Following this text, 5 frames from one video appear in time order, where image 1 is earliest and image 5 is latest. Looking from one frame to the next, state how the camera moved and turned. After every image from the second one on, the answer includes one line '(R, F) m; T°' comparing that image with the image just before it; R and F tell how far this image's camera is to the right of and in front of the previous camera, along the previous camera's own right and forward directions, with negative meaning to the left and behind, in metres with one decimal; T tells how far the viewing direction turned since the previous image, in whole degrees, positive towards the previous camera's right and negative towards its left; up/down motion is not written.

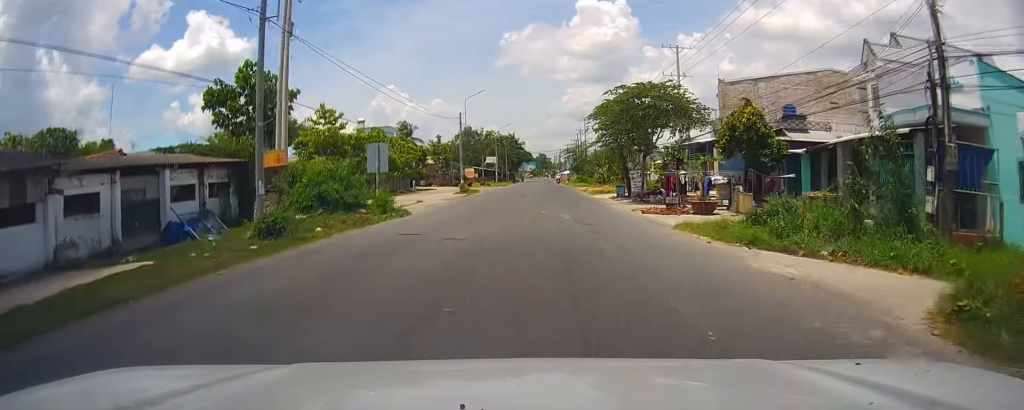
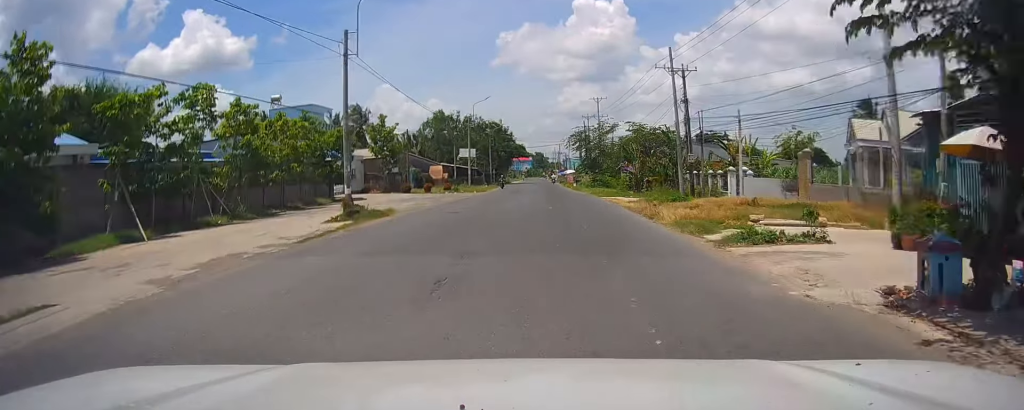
(-0.3, +33.6) m; -2°
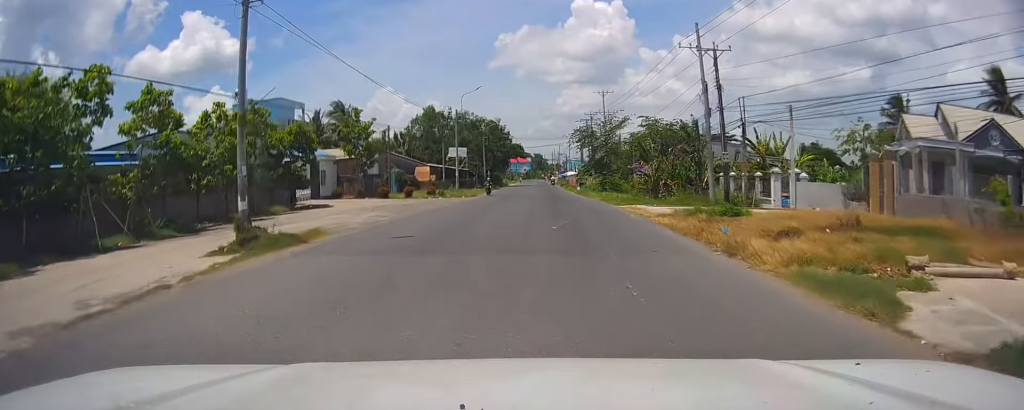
(-0.1, +8.5) m; 0°
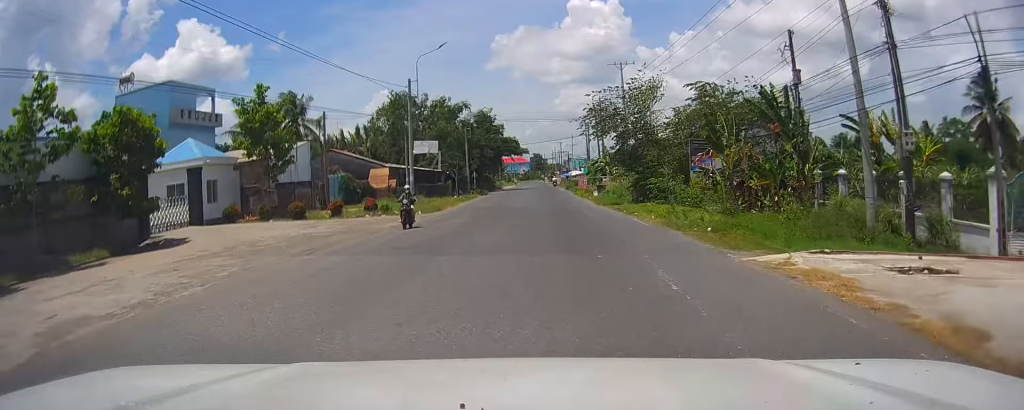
(+0.6, +19.7) m; +1°
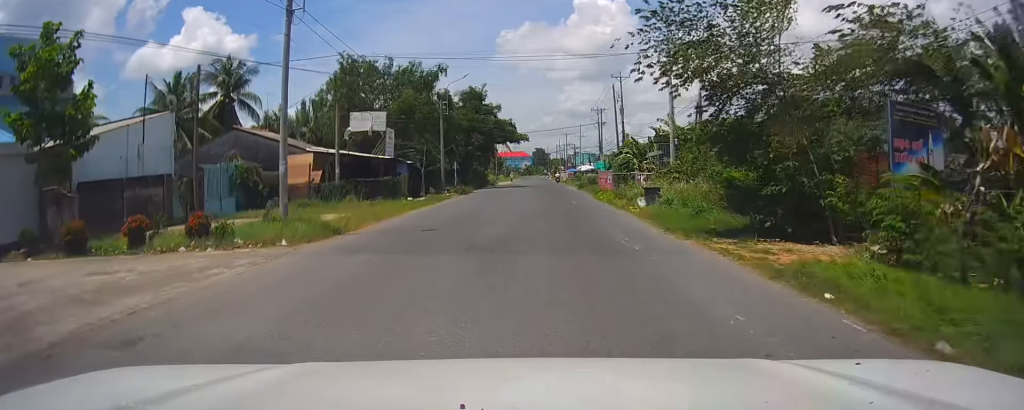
(-0.4, +19.5) m; -1°
